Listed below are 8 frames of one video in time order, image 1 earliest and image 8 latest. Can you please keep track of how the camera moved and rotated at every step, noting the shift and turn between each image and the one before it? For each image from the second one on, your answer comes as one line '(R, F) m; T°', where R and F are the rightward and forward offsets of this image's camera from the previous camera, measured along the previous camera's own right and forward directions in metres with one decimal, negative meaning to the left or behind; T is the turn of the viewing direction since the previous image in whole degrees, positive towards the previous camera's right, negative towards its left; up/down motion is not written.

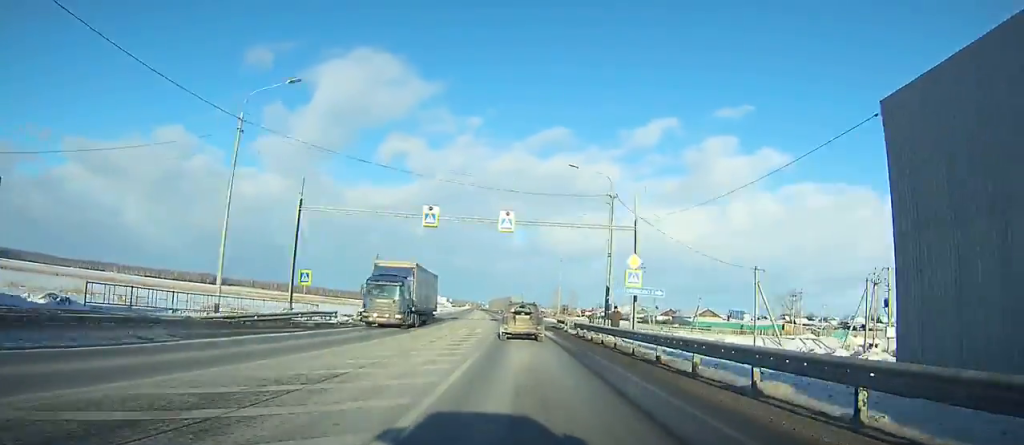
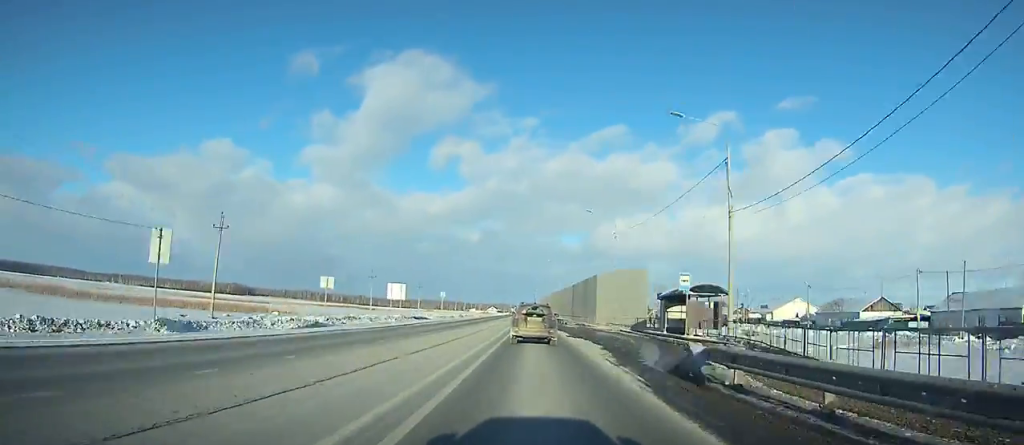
(-6.8, +116.7) m; -5°
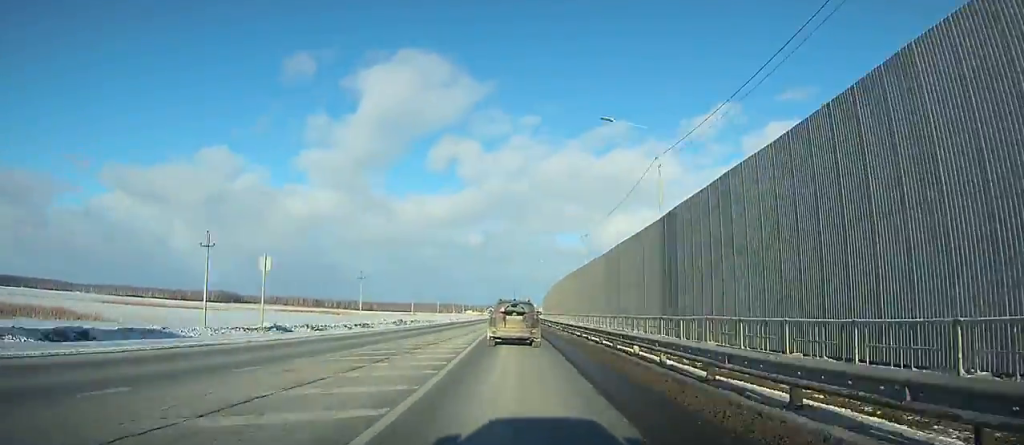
(-0.7, +57.1) m; -1°
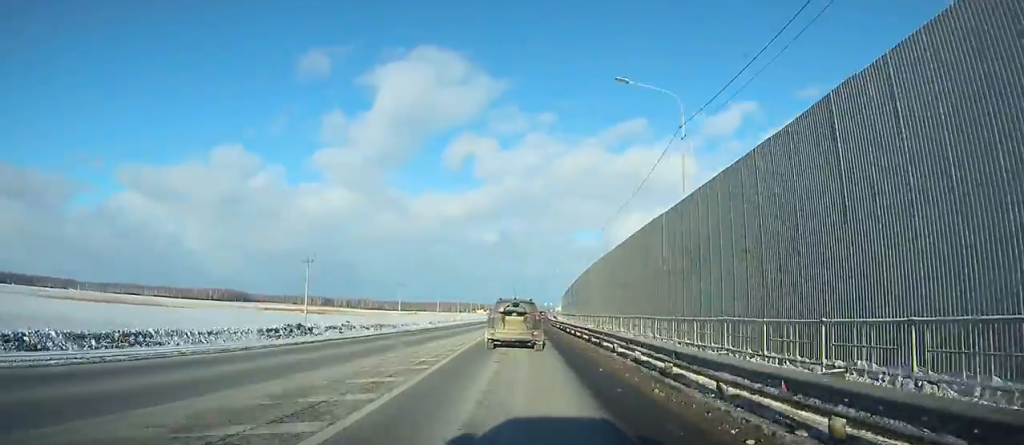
(-0.3, +32.9) m; 0°
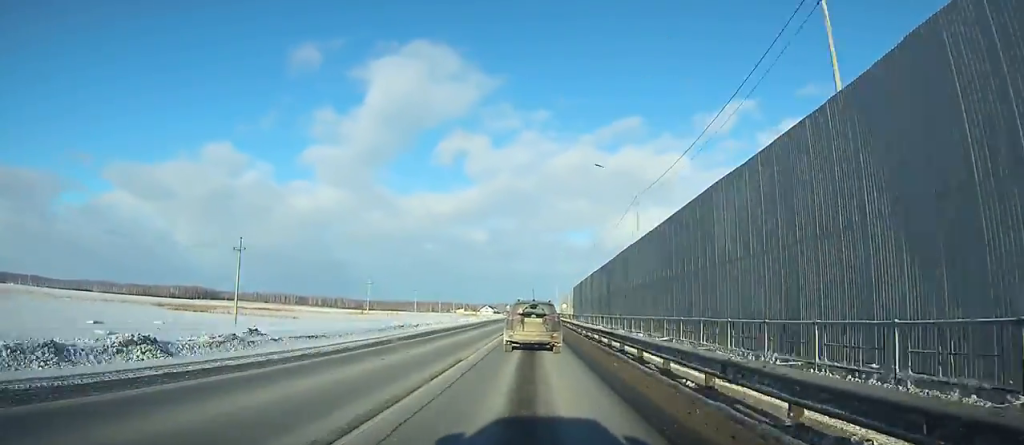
(-0.2, +73.9) m; 0°
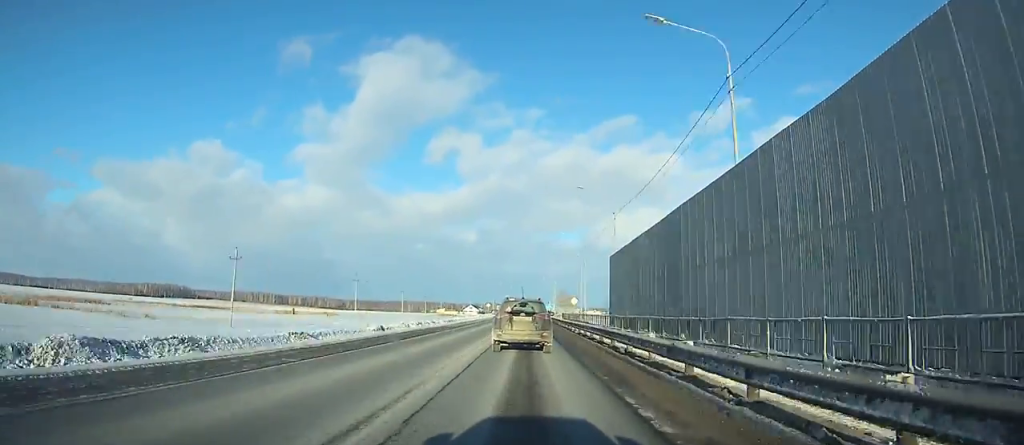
(+0.5, +52.9) m; +1°
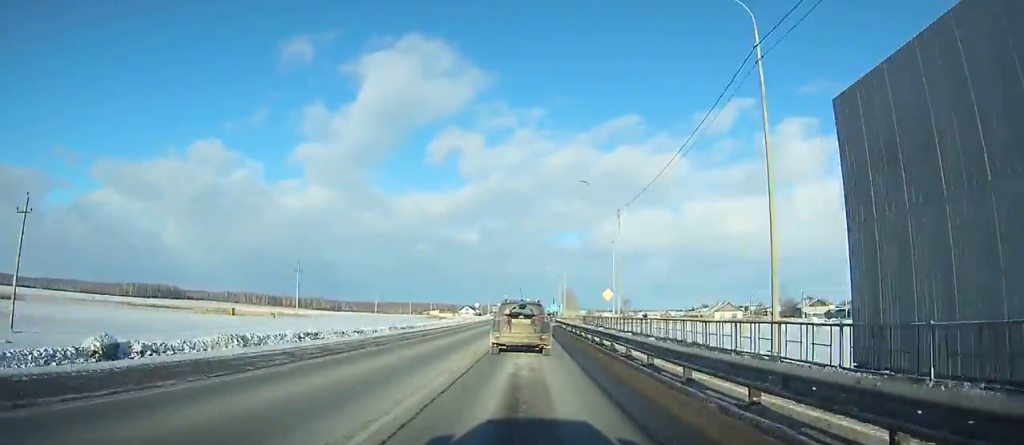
(+0.2, +32.3) m; 0°
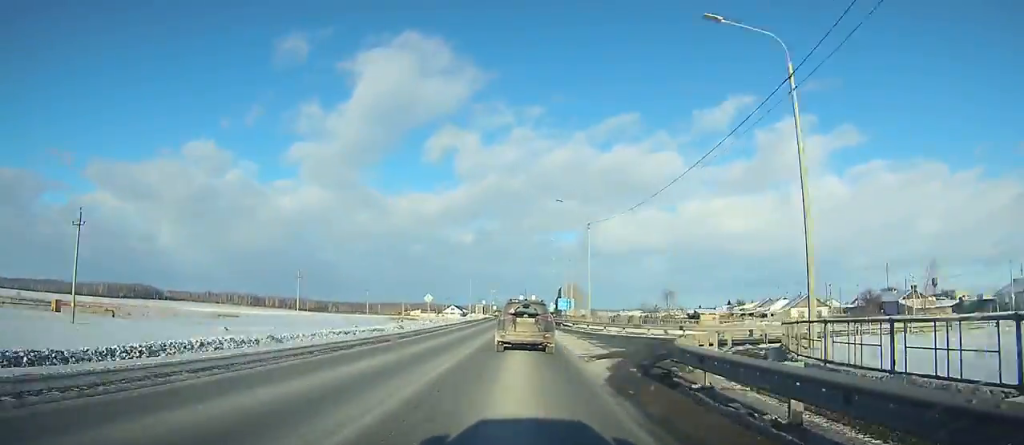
(+0.3, +50.1) m; 0°
